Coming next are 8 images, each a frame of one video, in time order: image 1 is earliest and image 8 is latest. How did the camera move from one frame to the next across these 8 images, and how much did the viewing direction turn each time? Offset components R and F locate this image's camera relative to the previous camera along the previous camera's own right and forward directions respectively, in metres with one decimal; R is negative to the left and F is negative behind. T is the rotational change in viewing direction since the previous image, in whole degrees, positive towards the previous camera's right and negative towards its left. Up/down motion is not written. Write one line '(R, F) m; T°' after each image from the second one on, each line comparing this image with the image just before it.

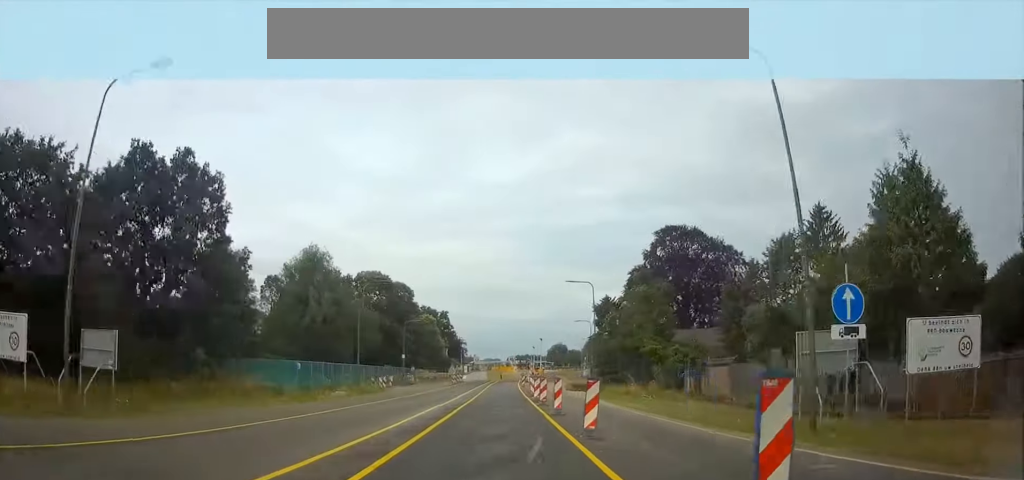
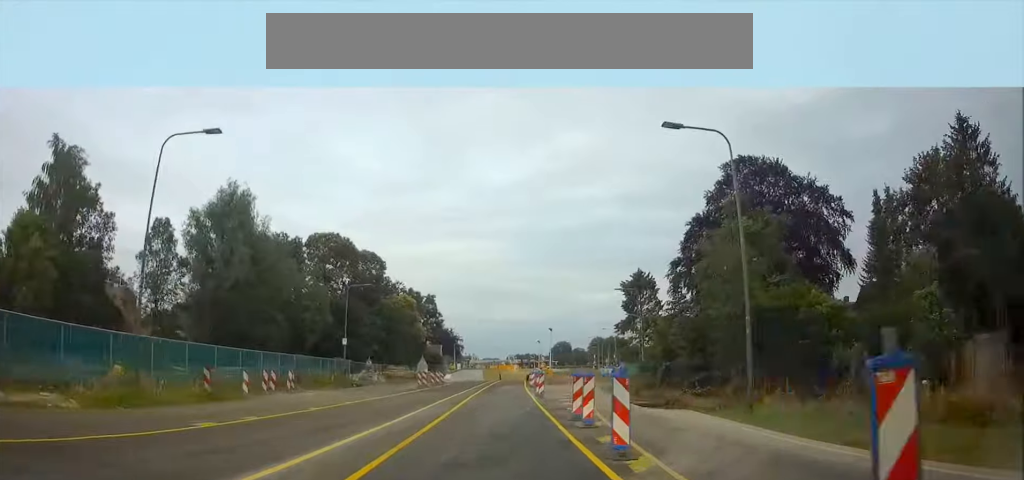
(-0.2, +29.3) m; 0°
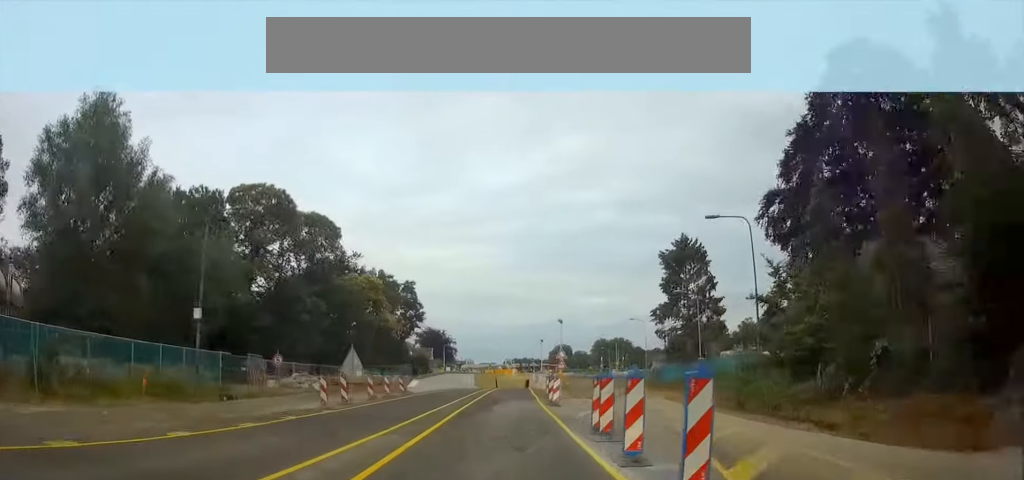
(0.0, +24.9) m; +1°
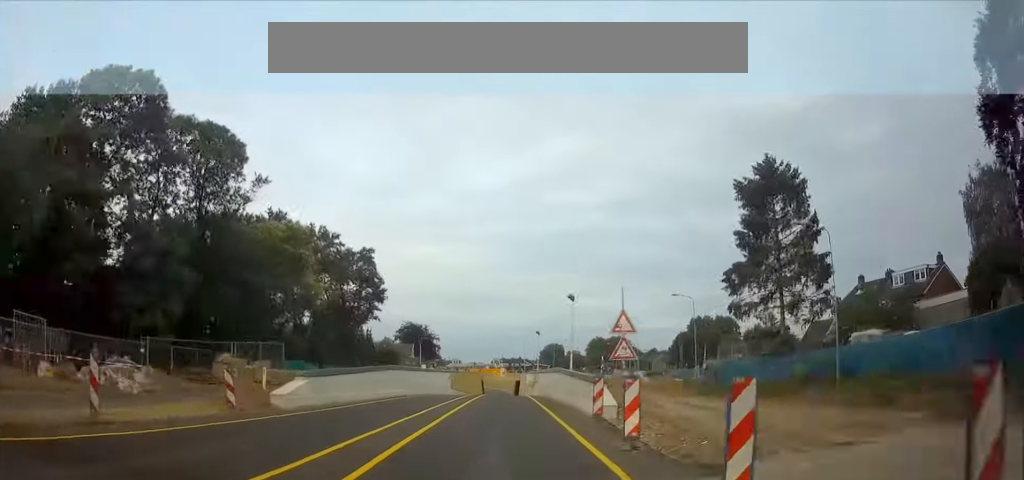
(+0.4, +25.7) m; +1°
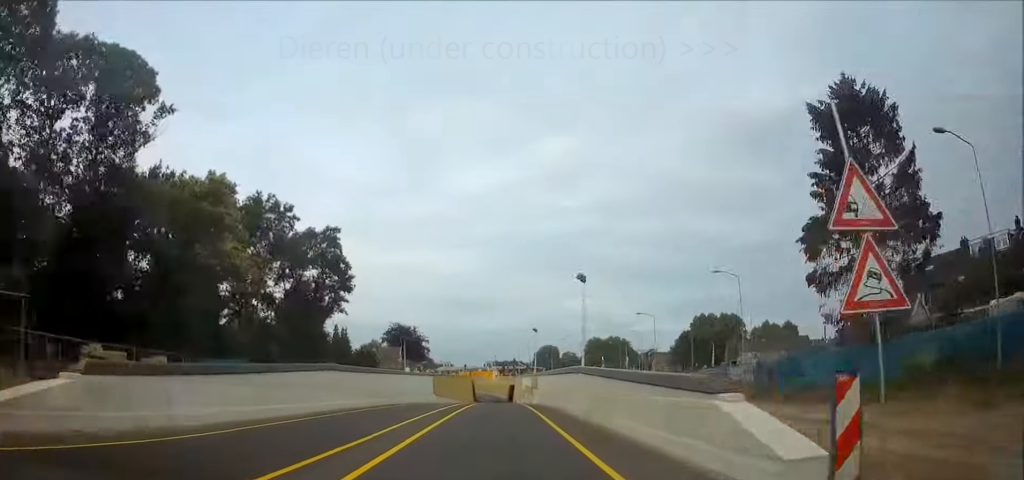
(+0.1, +13.4) m; 0°
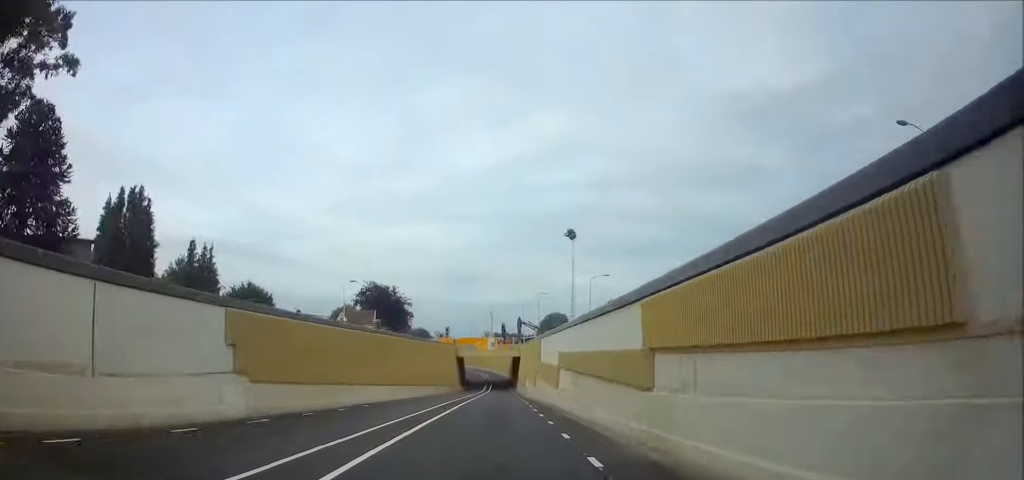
(+0.4, +50.6) m; 0°
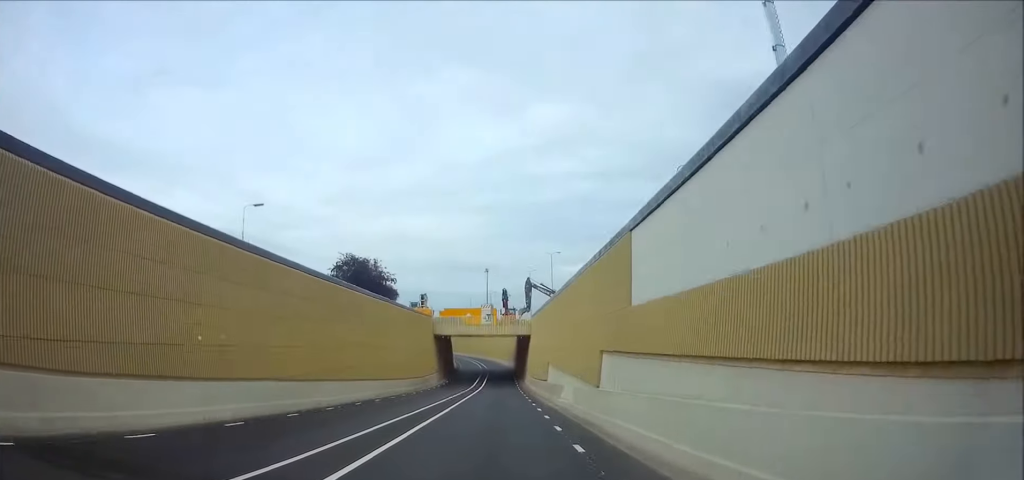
(-0.1, +33.4) m; 0°
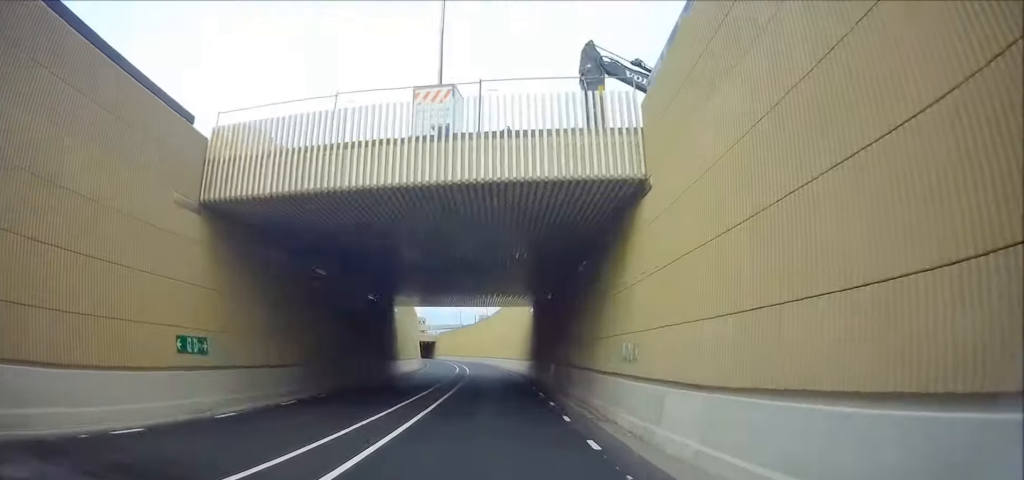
(-0.5, +51.6) m; -1°
